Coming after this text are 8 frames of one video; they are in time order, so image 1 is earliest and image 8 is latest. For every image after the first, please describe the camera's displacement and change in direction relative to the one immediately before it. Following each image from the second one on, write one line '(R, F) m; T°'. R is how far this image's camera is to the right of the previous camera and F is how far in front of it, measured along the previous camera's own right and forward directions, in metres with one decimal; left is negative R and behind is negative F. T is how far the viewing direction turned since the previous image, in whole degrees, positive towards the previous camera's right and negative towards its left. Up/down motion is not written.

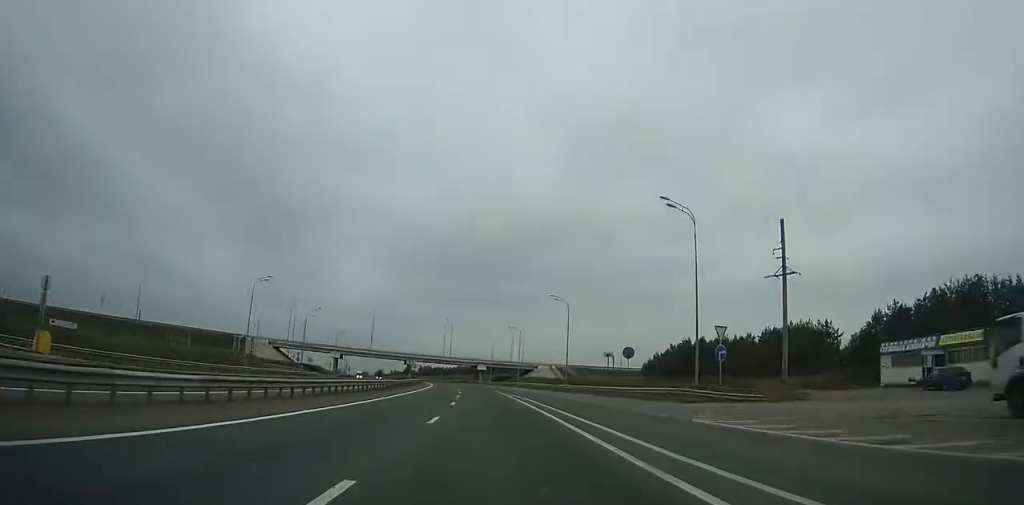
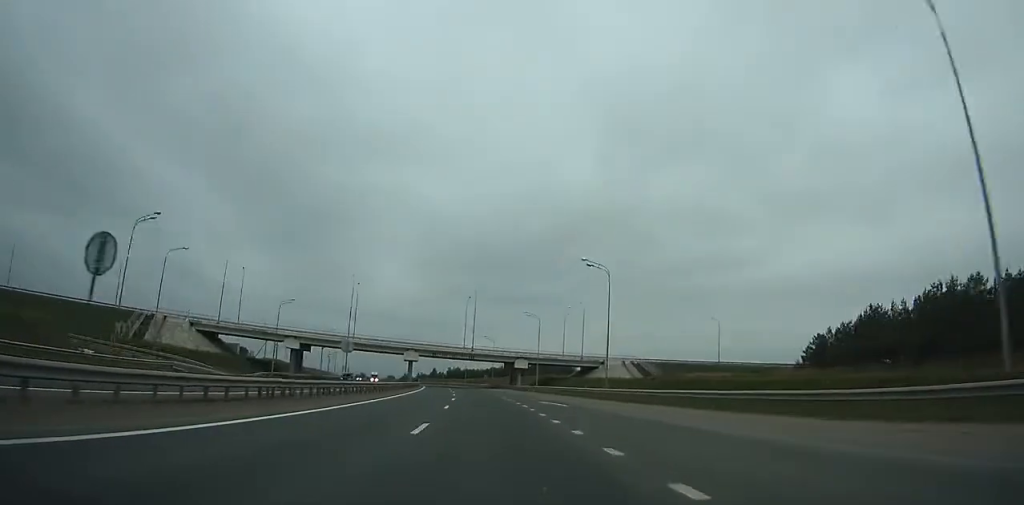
(-1.8, +61.9) m; -3°
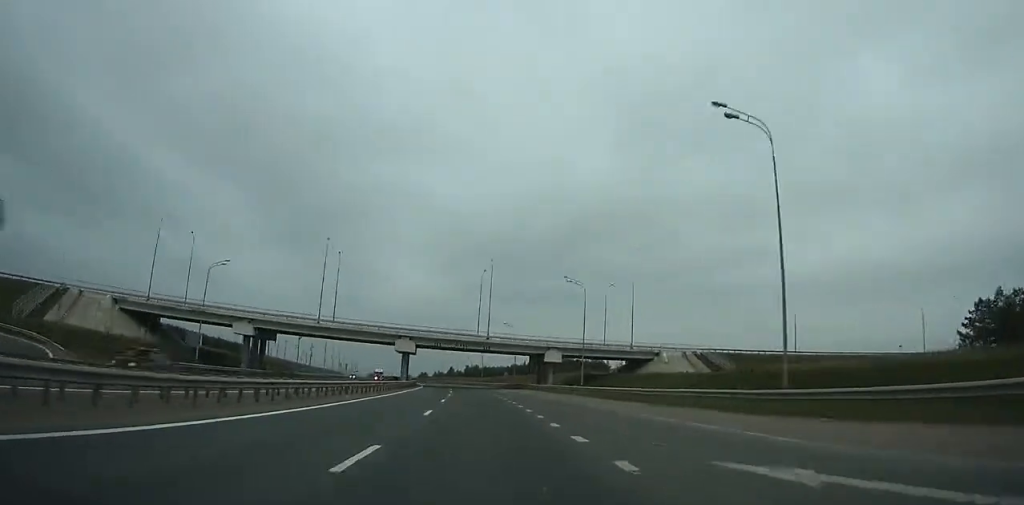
(-0.4, +29.1) m; -2°
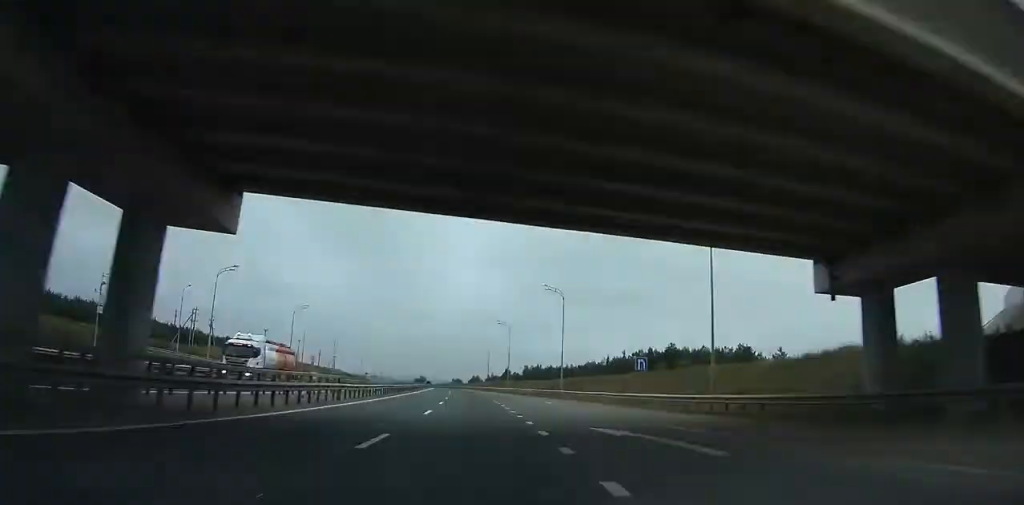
(-3.6, +81.4) m; -6°
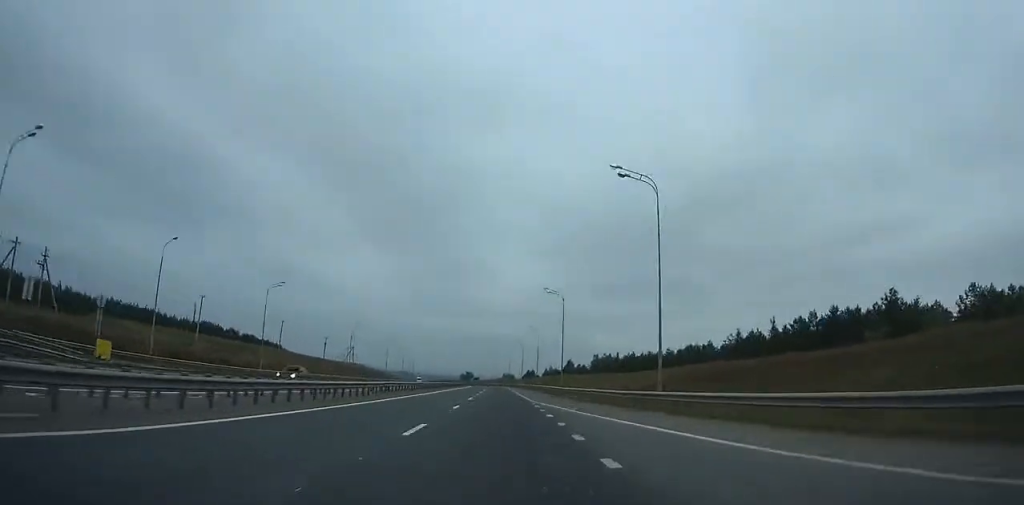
(-3.1, +69.1) m; -4°
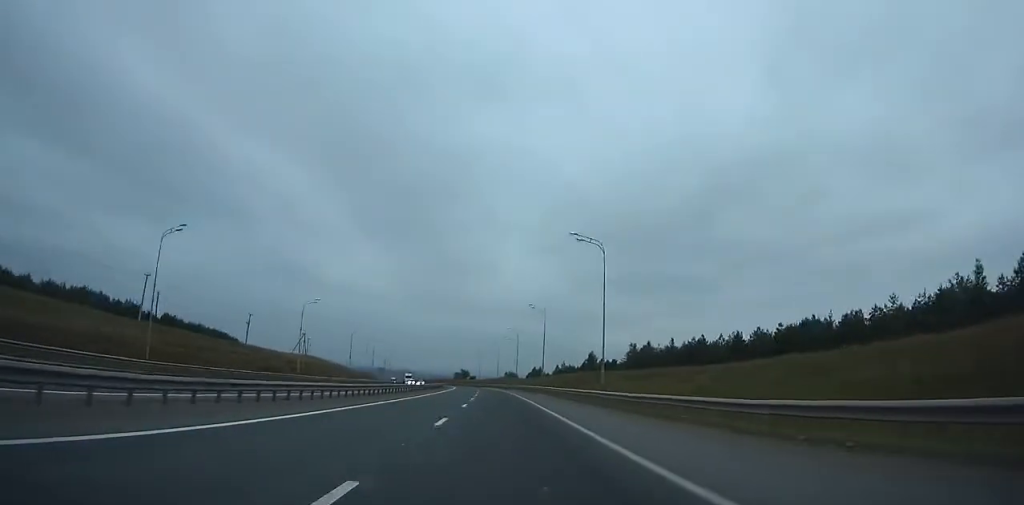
(-1.5, +67.7) m; -2°
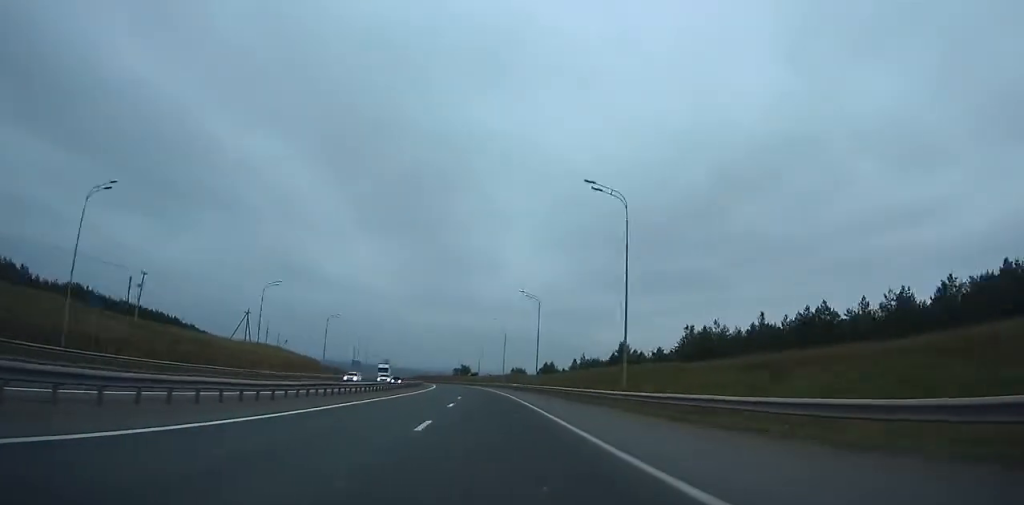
(-0.3, +49.5) m; -1°
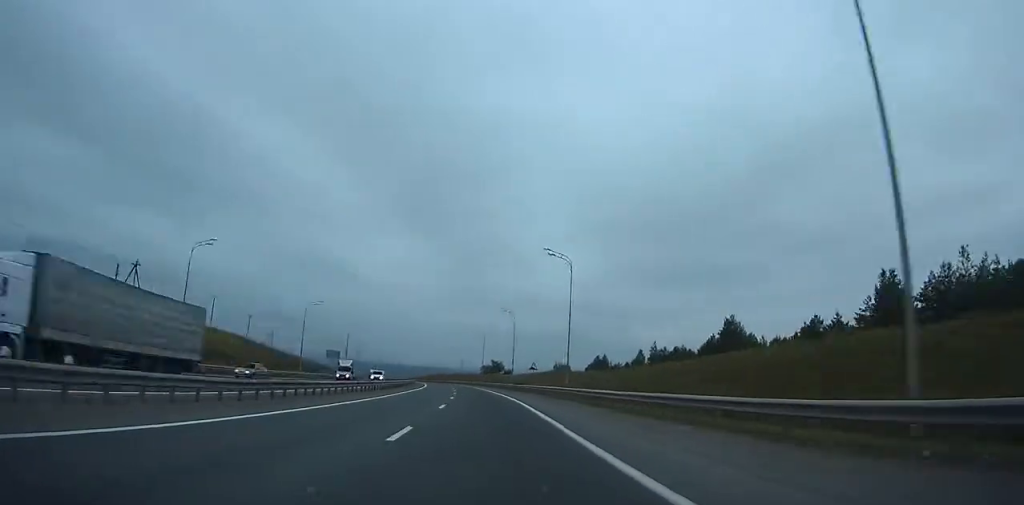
(-0.9, +64.1) m; -3°
